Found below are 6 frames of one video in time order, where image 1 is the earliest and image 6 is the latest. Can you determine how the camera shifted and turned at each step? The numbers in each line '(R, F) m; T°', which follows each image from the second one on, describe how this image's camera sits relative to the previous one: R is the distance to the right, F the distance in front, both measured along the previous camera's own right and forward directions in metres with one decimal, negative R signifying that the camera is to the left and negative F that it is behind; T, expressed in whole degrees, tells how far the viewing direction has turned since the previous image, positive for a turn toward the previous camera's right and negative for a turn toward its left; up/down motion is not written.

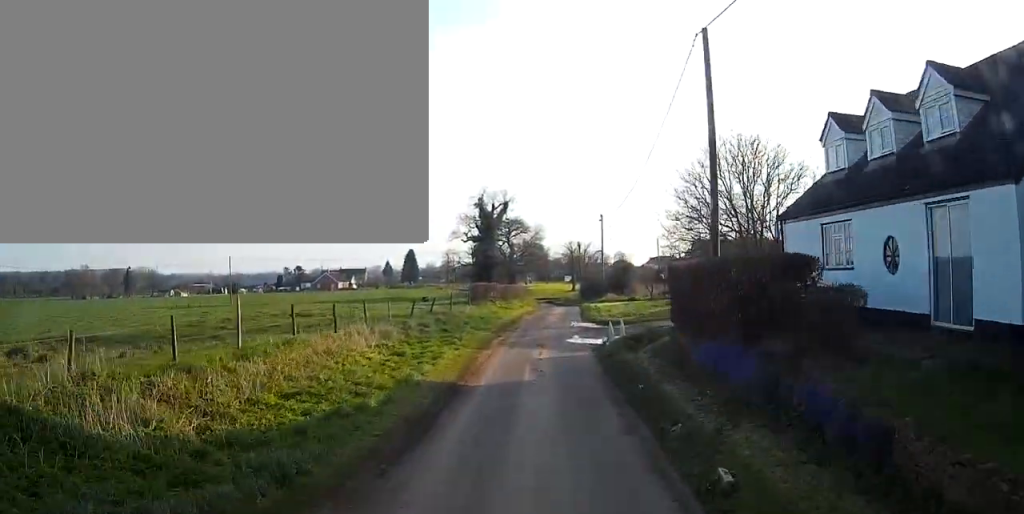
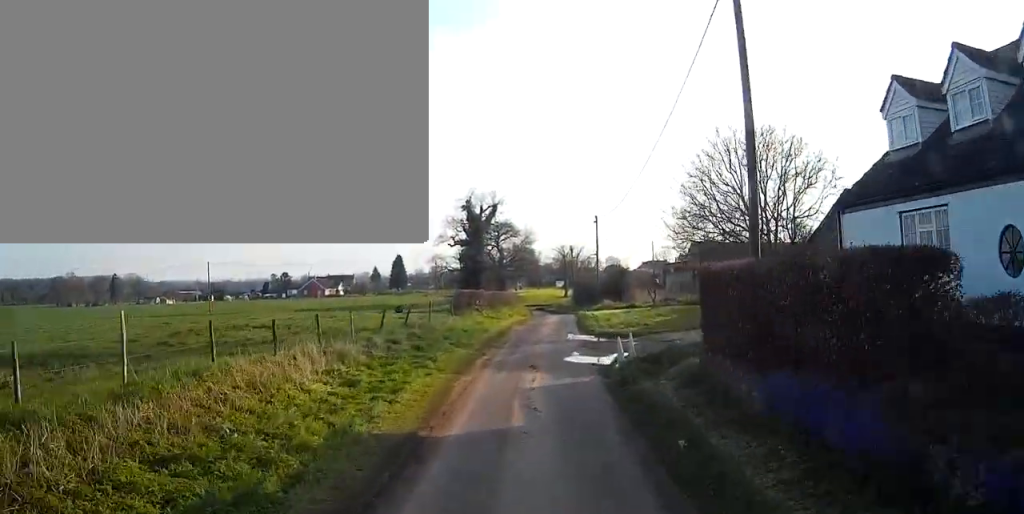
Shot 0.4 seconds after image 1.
(0.0, +4.3) m; +1°
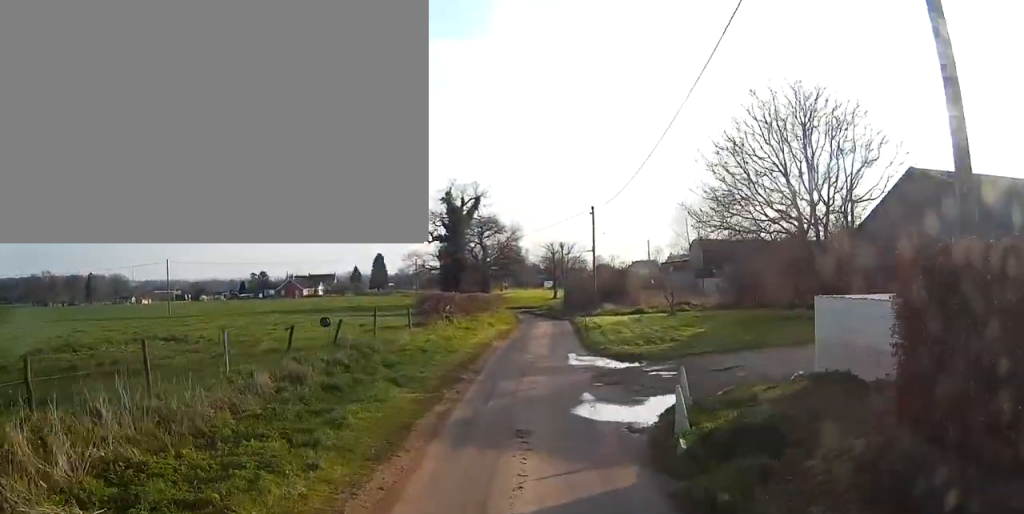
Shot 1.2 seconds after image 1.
(+0.2, +8.8) m; +1°
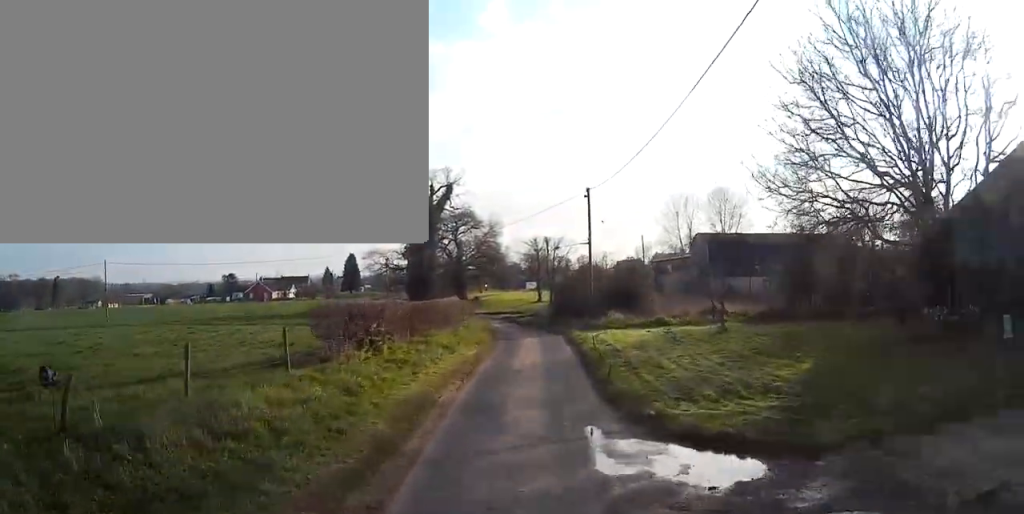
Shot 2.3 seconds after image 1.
(-0.1, +12.0) m; +1°
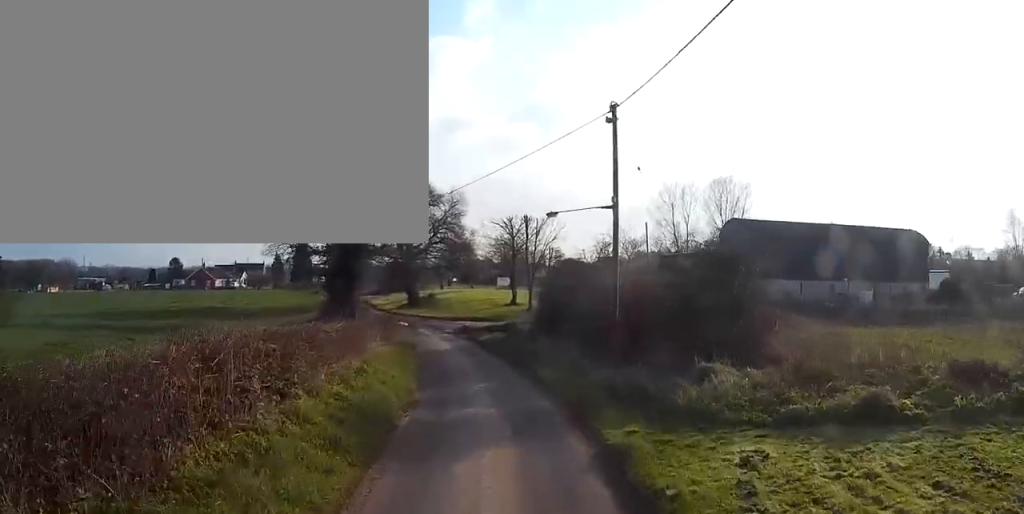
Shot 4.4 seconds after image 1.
(+0.4, +22.6) m; +1°
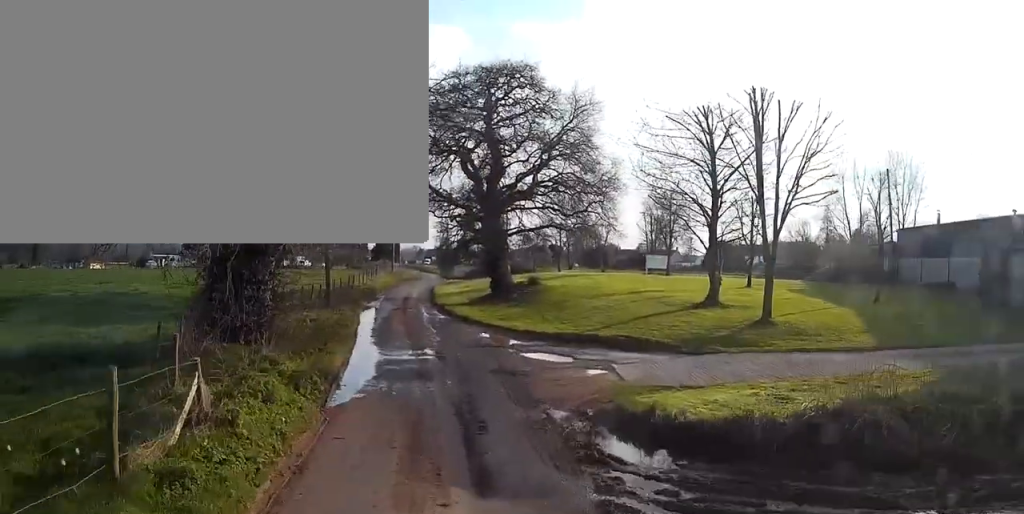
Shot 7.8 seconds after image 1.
(-0.9, +34.7) m; -9°
